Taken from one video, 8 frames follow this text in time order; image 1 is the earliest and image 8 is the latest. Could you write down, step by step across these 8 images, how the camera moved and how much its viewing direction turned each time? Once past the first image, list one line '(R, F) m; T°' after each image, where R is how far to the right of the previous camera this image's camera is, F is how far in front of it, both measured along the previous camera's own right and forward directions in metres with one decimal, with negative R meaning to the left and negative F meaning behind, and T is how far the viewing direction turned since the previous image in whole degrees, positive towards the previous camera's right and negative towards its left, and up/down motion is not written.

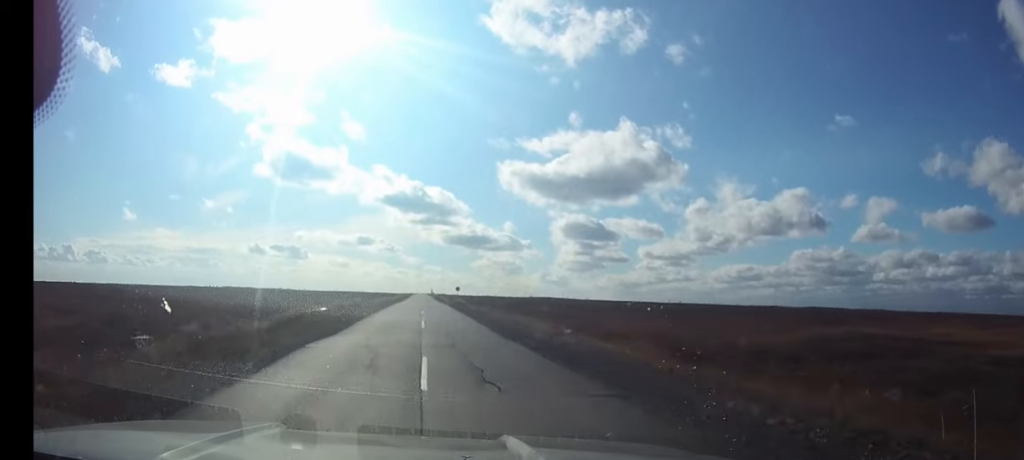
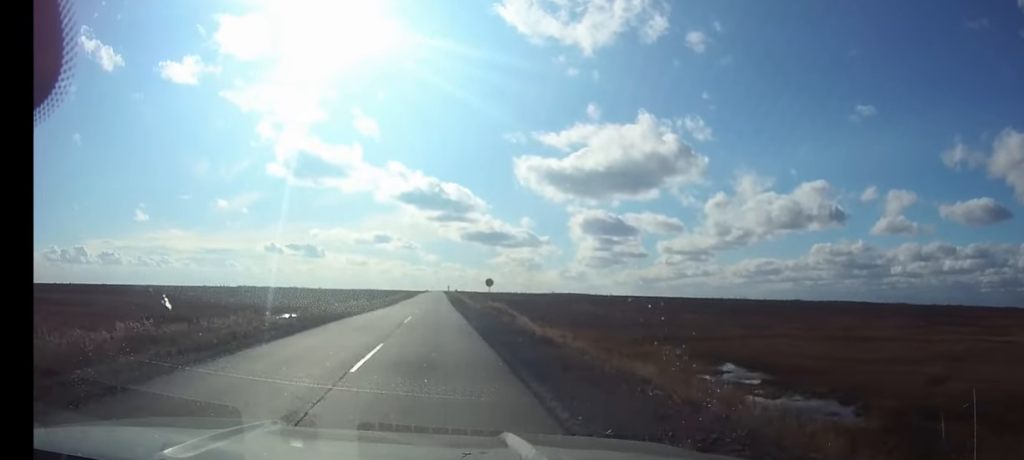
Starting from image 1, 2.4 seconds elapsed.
(-0.4, +46.0) m; -1°
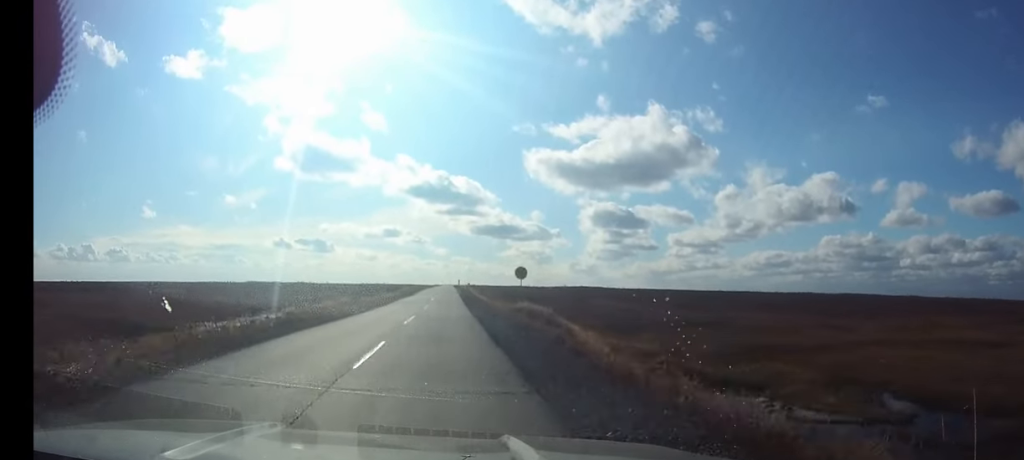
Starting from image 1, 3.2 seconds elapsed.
(-0.1, +17.0) m; 0°
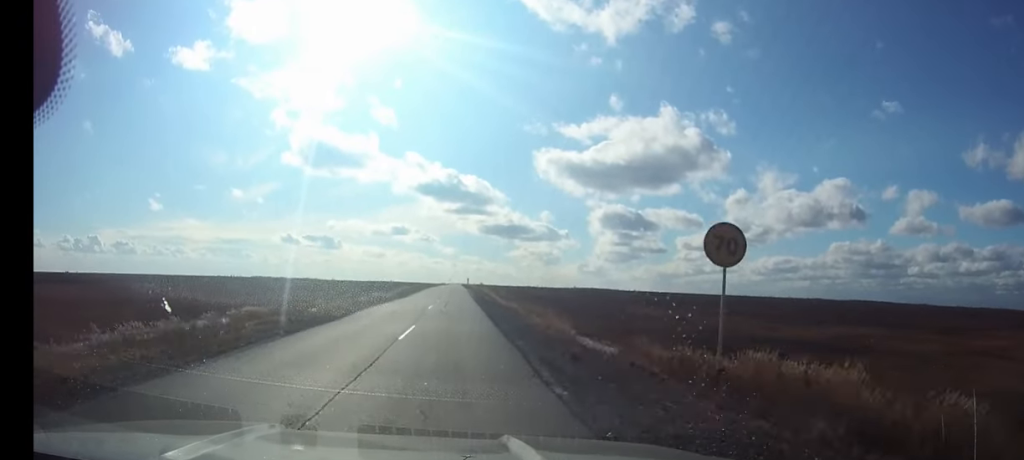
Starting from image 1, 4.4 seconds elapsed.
(-0.1, +25.0) m; 0°
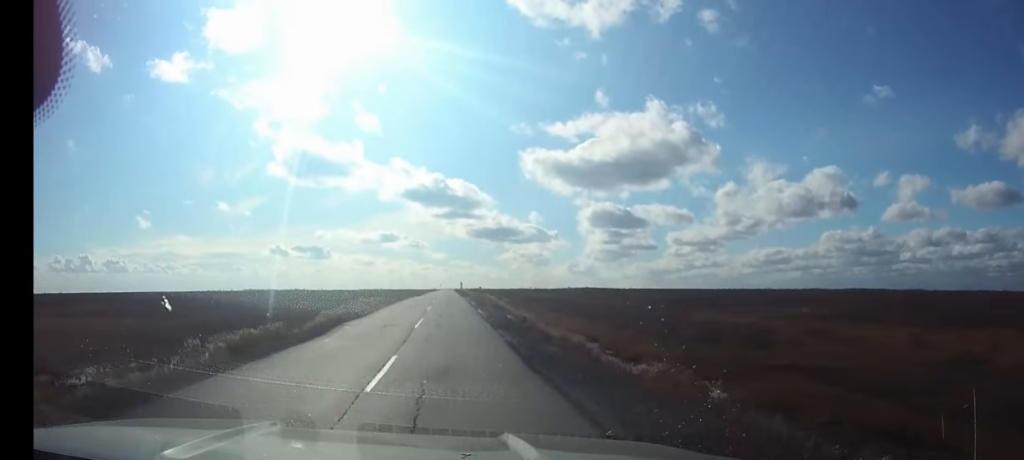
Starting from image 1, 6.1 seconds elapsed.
(+0.1, +36.2) m; 0°
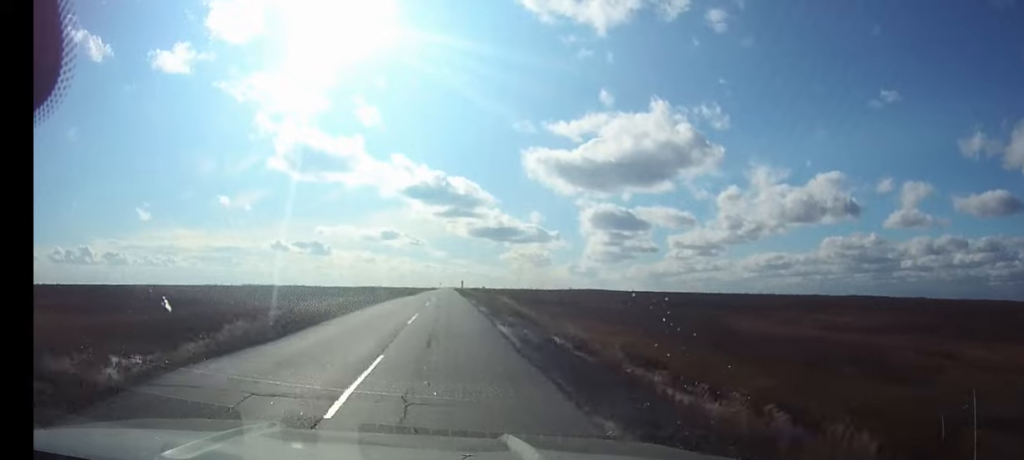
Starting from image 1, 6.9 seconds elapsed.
(0.0, +16.0) m; 0°
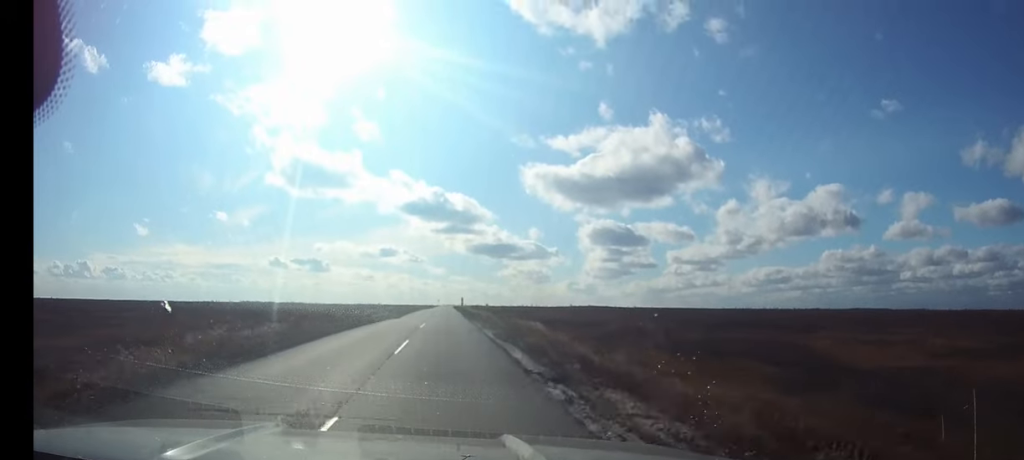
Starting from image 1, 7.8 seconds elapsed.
(0.0, +17.8) m; 0°
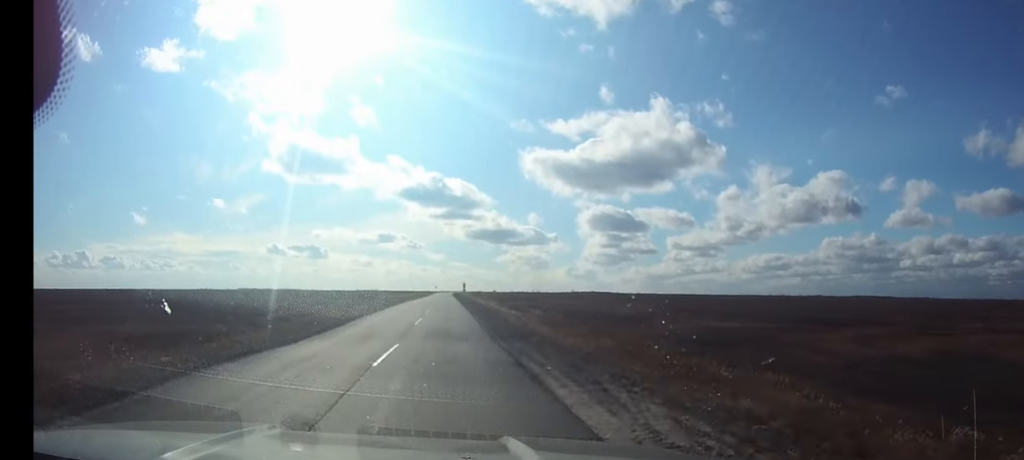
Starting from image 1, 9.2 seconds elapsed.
(0.0, +30.3) m; 0°
